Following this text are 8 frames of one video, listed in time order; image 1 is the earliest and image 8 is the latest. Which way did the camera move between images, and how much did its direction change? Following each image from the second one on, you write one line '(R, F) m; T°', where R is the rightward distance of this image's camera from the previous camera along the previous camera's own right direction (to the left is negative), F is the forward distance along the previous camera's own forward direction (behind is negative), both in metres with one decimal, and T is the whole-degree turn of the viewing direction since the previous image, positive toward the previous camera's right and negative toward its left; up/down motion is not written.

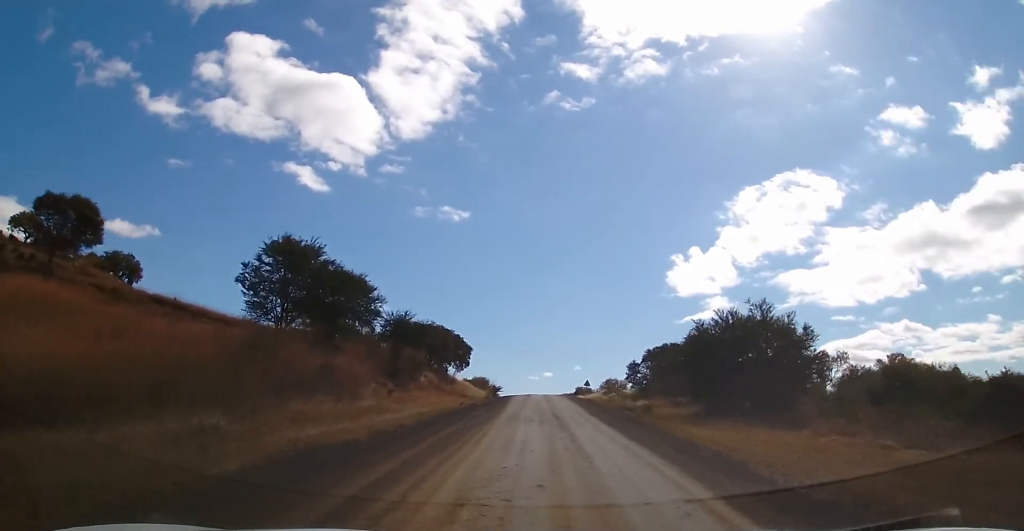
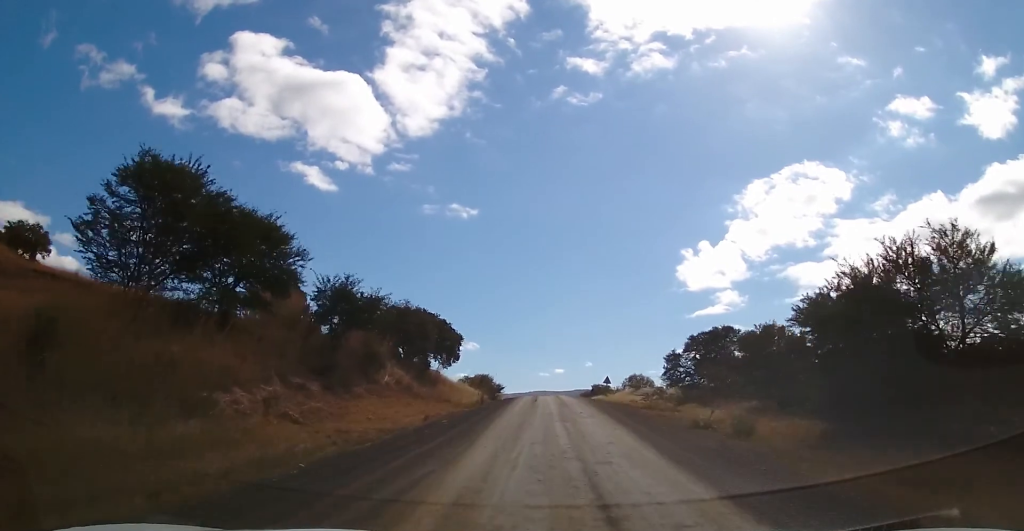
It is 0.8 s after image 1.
(+0.1, +14.5) m; 0°
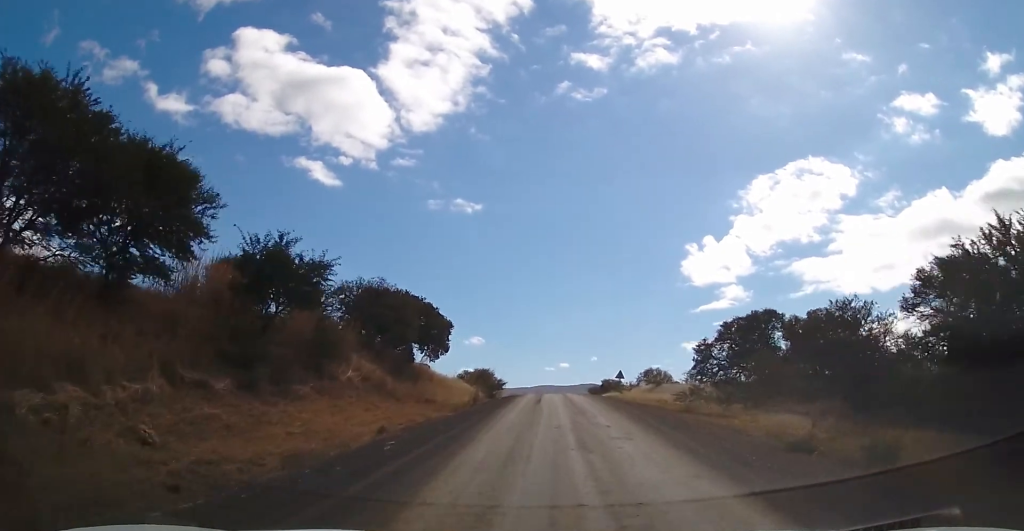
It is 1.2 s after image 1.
(+0.1, +7.9) m; 0°
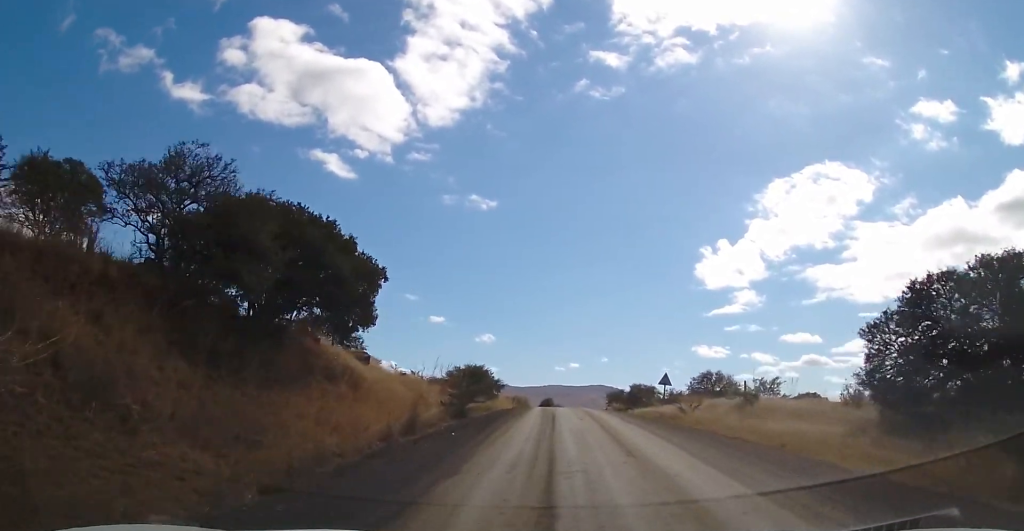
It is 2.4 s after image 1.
(-0.5, +21.0) m; -2°
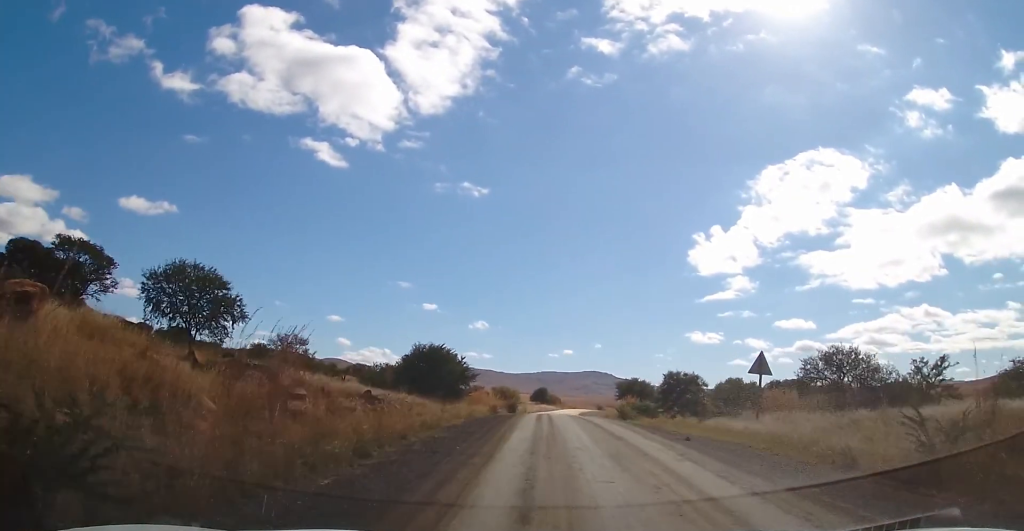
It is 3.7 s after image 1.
(-0.1, +22.9) m; +1°
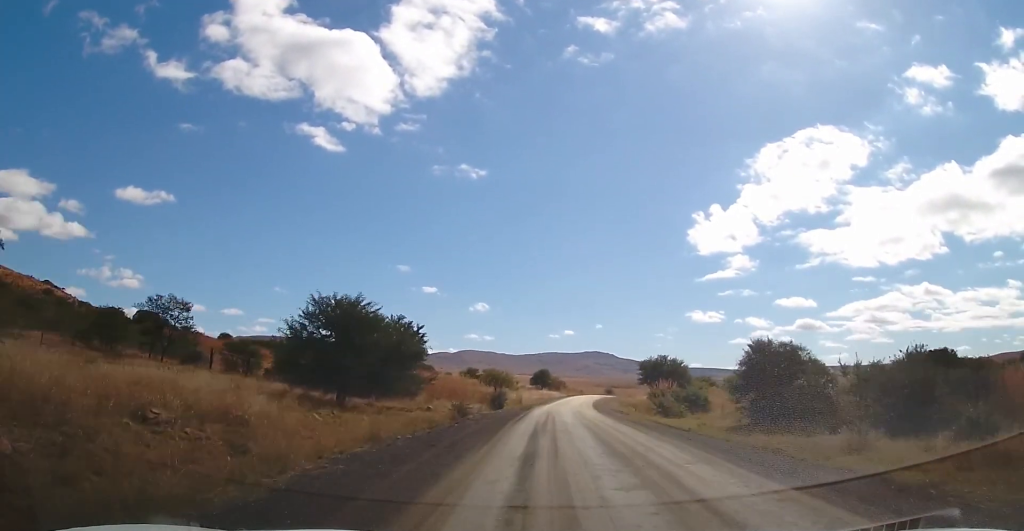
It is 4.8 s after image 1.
(+0.2, +19.6) m; +1°
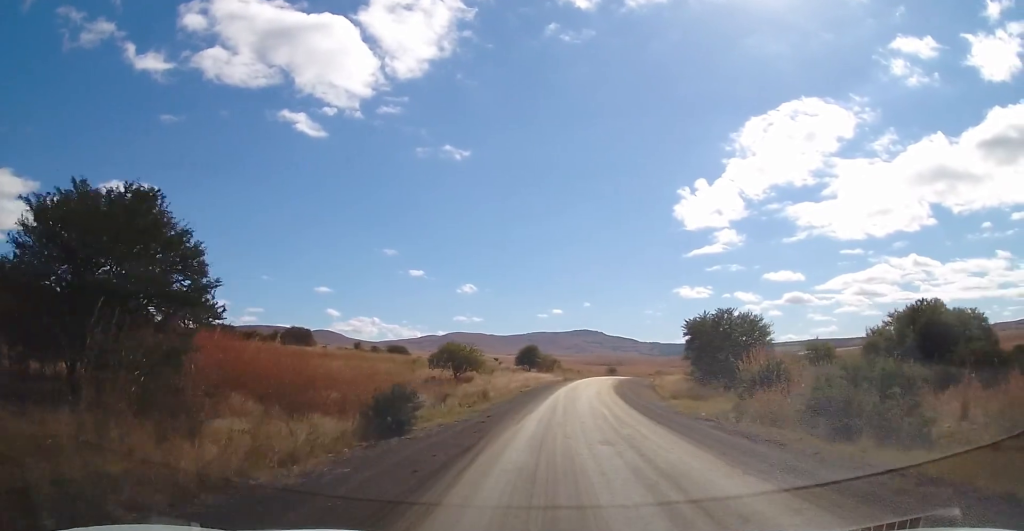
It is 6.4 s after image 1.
(+0.5, +26.5) m; +2°
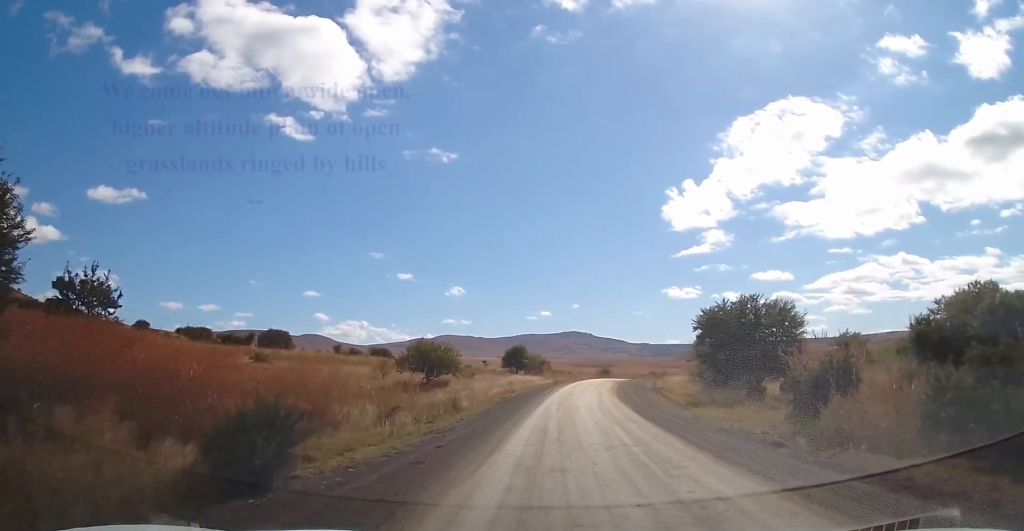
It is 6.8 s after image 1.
(0.0, +6.9) m; +1°
